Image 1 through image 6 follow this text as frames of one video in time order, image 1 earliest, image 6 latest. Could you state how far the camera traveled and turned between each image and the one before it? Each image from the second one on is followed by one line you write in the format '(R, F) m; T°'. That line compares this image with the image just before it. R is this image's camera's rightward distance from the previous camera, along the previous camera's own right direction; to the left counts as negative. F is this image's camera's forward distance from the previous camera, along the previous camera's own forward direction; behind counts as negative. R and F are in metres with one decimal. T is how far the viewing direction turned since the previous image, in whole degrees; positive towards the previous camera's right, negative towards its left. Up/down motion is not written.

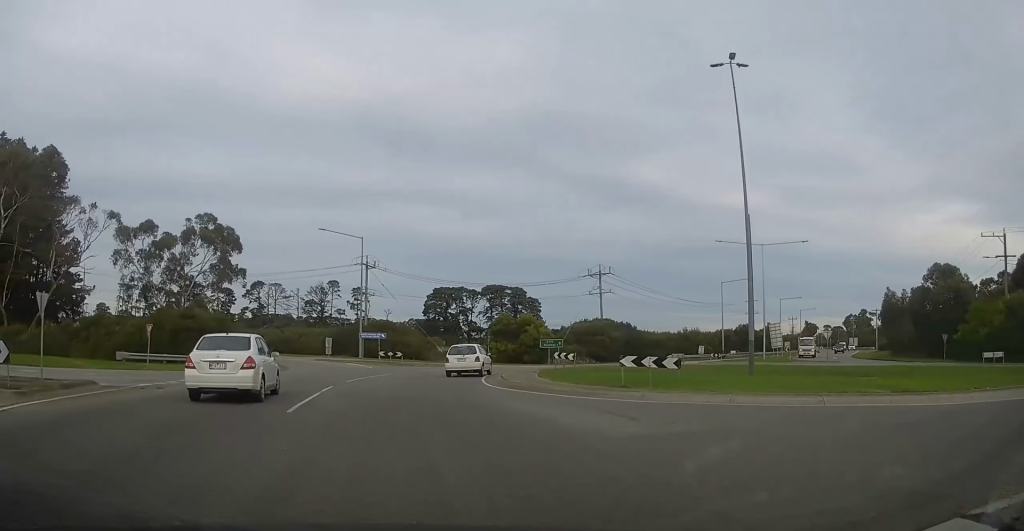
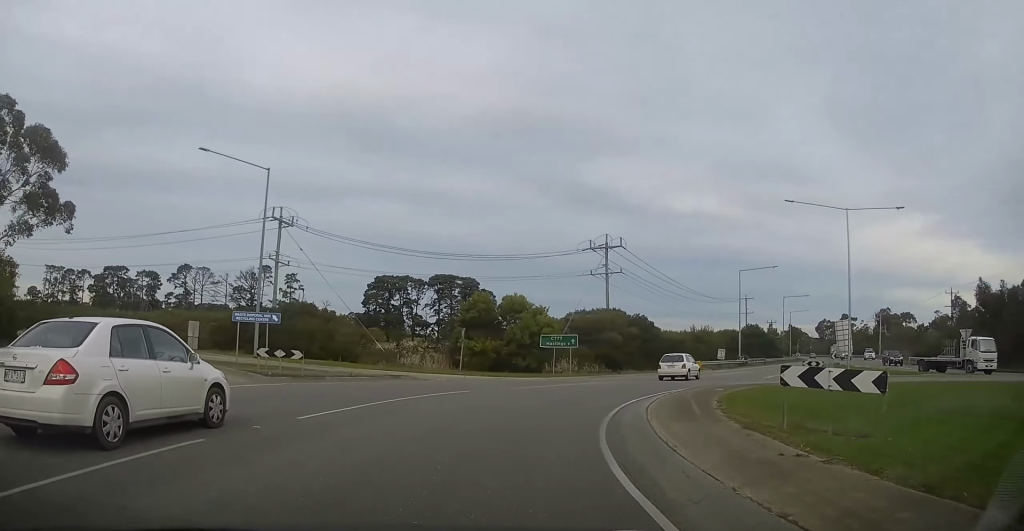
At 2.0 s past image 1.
(-1.1, +24.1) m; +2°
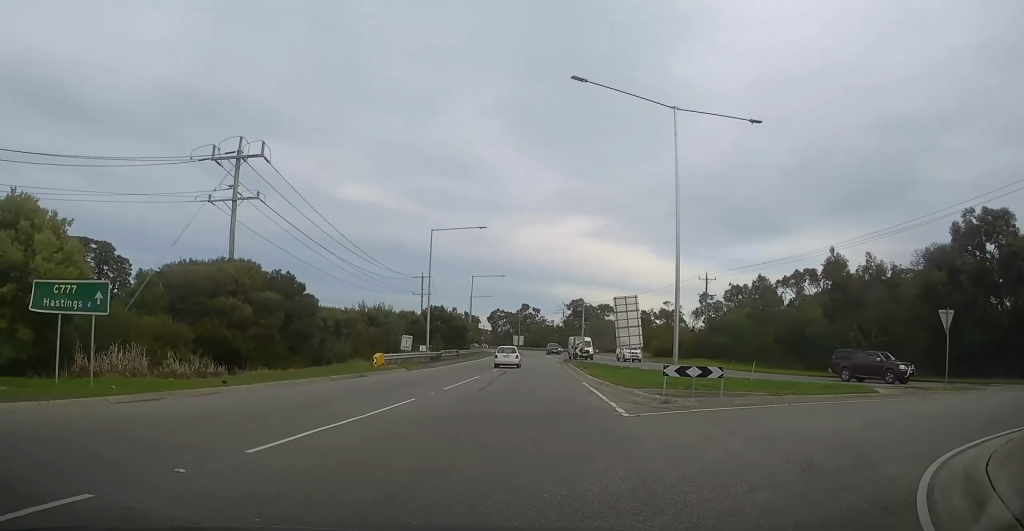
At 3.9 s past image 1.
(+5.4, +23.7) m; +26°
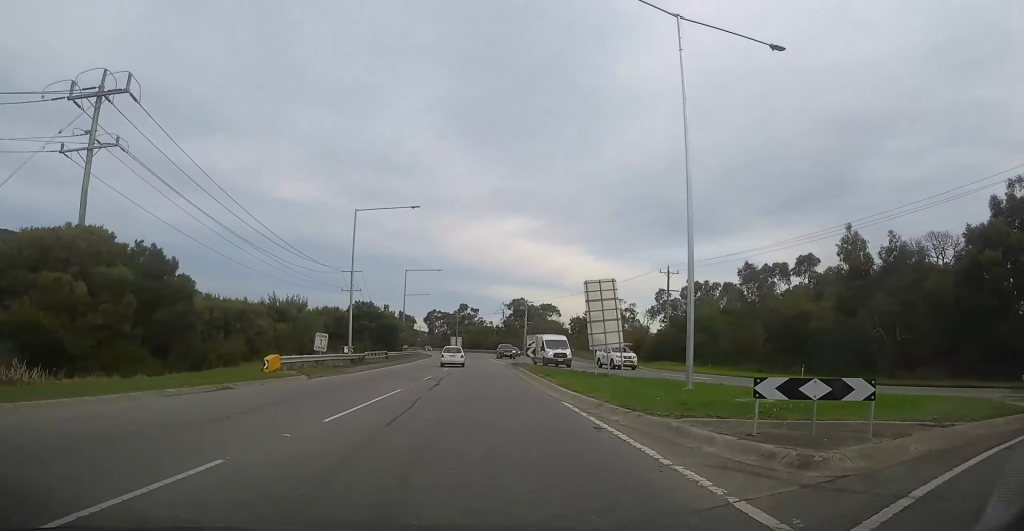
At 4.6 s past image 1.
(+0.9, +9.0) m; +7°
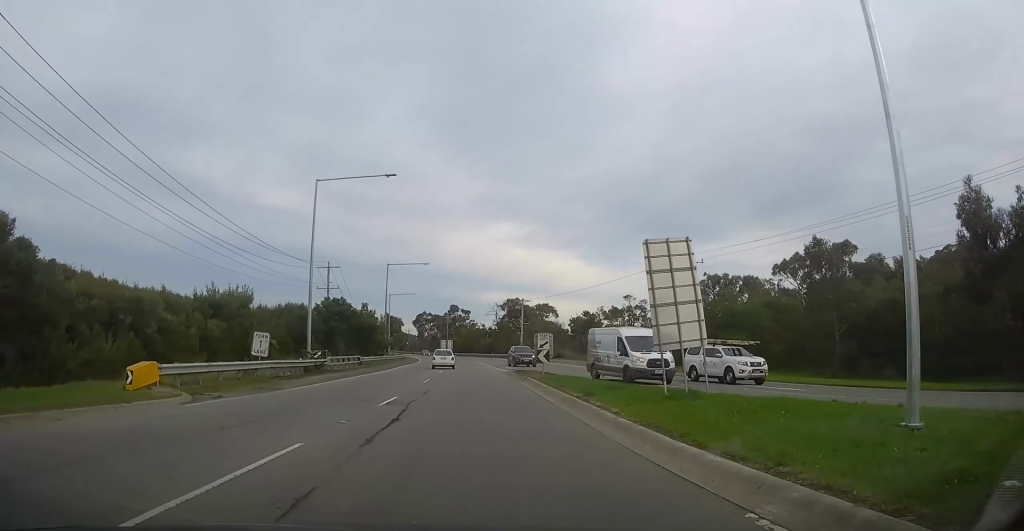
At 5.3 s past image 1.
(+0.8, +11.2) m; +5°
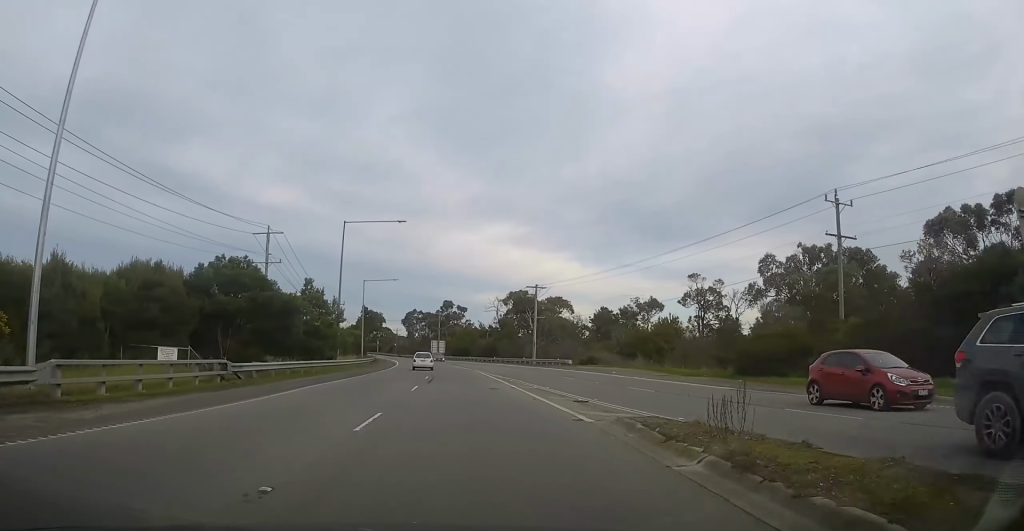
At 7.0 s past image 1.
(+0.8, +27.3) m; 0°
